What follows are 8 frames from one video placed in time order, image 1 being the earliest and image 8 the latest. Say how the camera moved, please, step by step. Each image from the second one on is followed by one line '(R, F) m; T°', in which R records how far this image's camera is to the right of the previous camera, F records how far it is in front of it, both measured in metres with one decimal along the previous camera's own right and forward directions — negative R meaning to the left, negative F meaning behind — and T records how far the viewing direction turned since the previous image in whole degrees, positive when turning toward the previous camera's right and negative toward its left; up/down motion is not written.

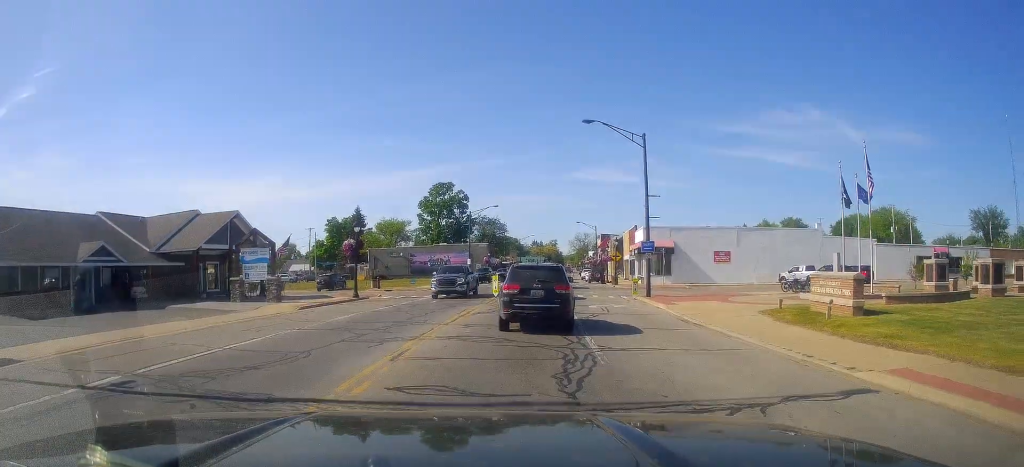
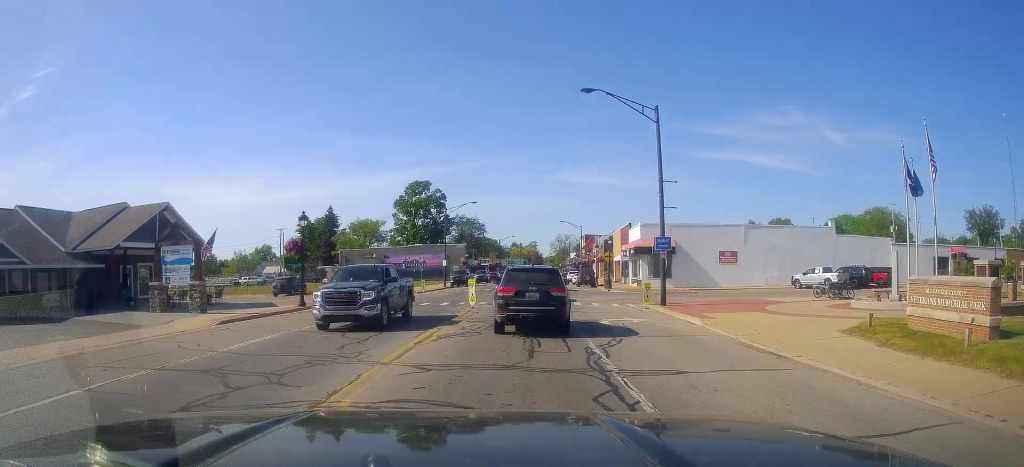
(-0.2, +6.9) m; +3°
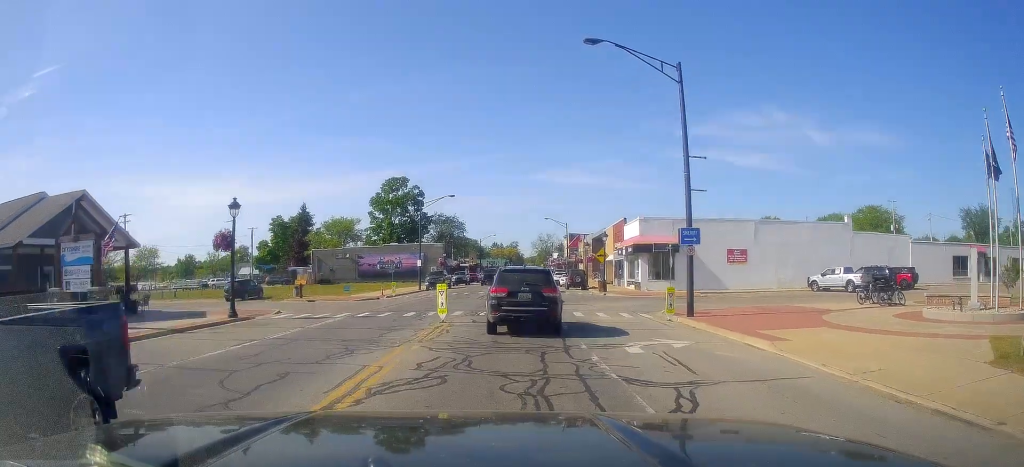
(+0.4, +6.2) m; +6°
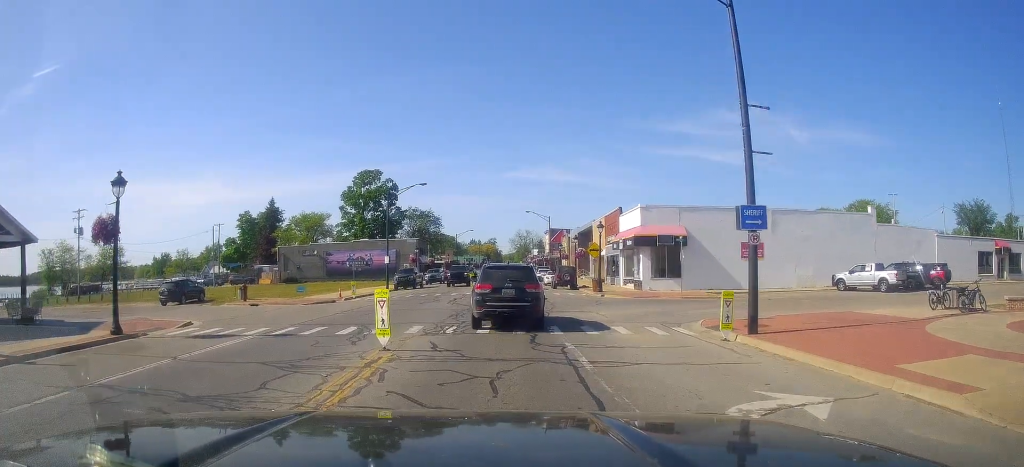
(+0.3, +6.9) m; 0°
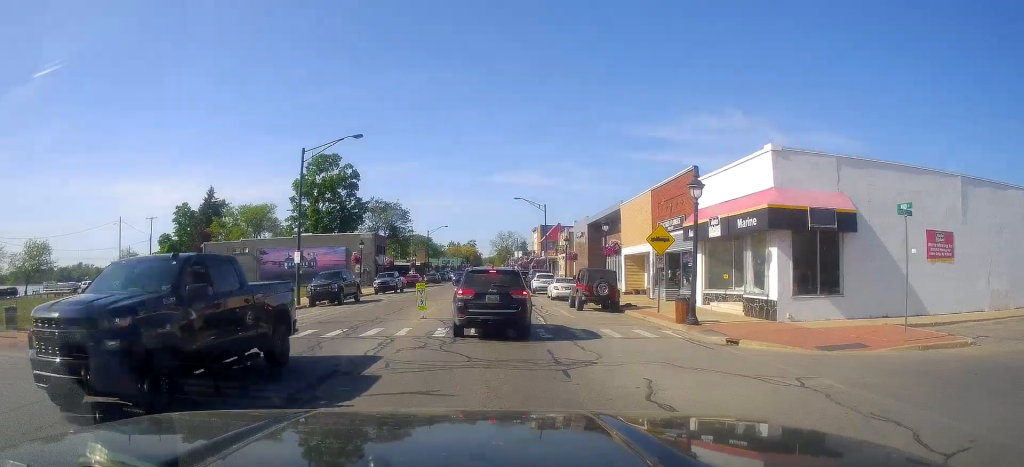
(+0.2, +20.3) m; +3°
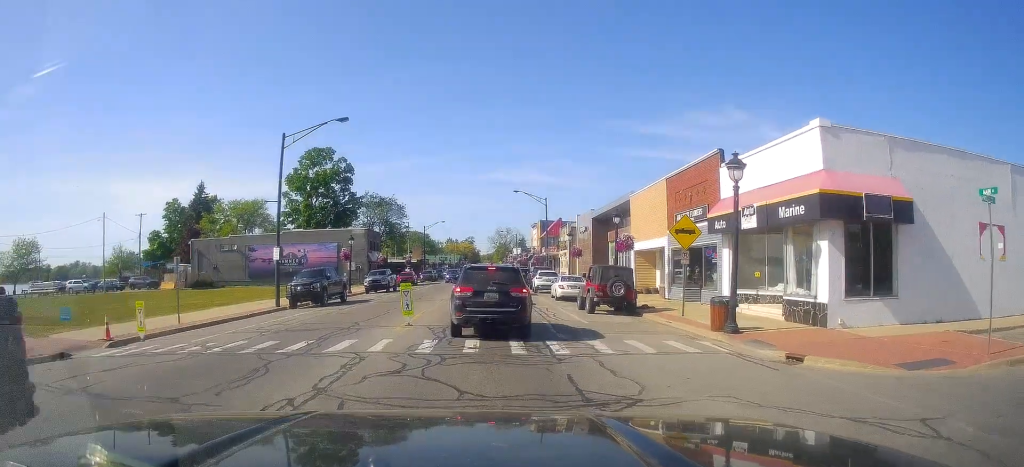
(0.0, +2.9) m; 0°
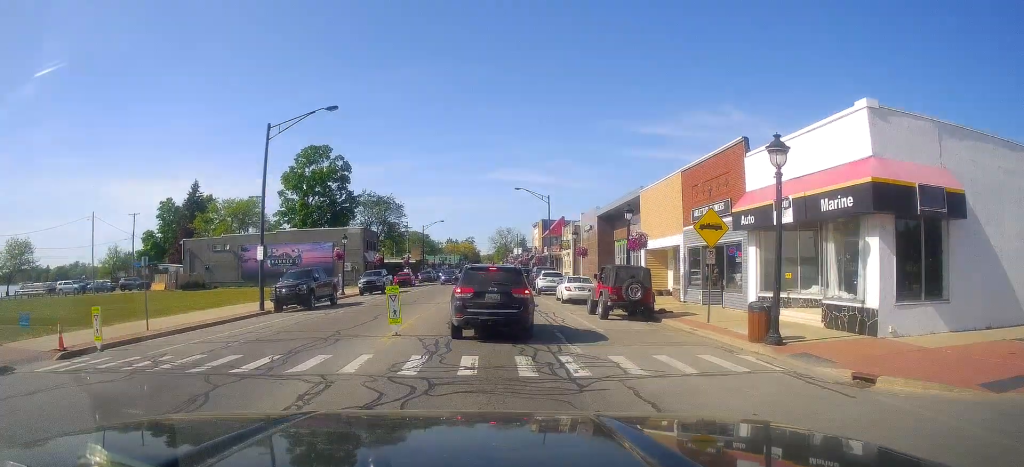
(0.0, +2.3) m; 0°
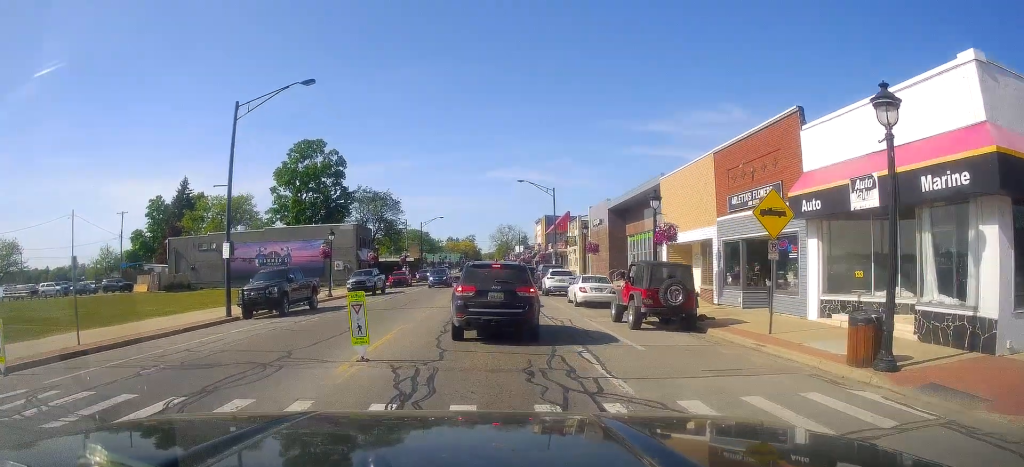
(0.0, +3.9) m; 0°
